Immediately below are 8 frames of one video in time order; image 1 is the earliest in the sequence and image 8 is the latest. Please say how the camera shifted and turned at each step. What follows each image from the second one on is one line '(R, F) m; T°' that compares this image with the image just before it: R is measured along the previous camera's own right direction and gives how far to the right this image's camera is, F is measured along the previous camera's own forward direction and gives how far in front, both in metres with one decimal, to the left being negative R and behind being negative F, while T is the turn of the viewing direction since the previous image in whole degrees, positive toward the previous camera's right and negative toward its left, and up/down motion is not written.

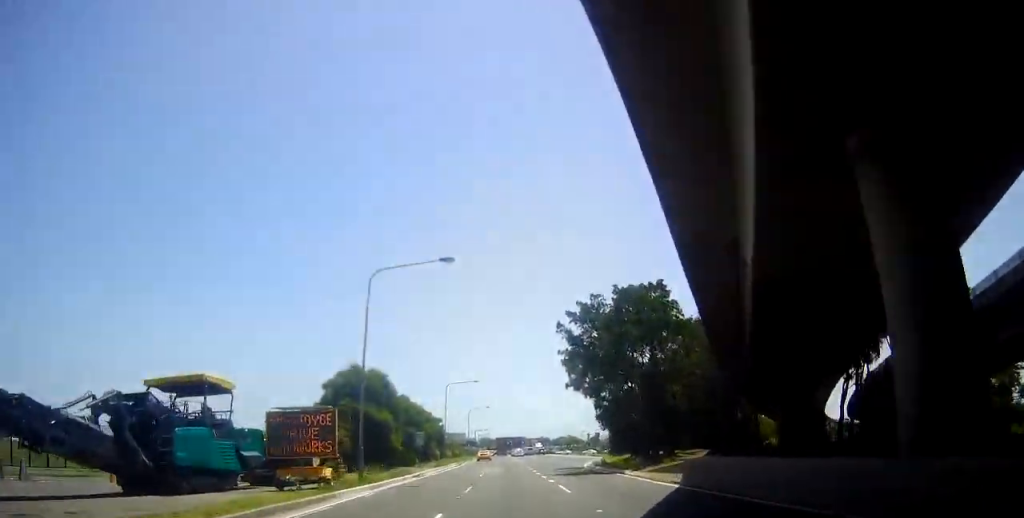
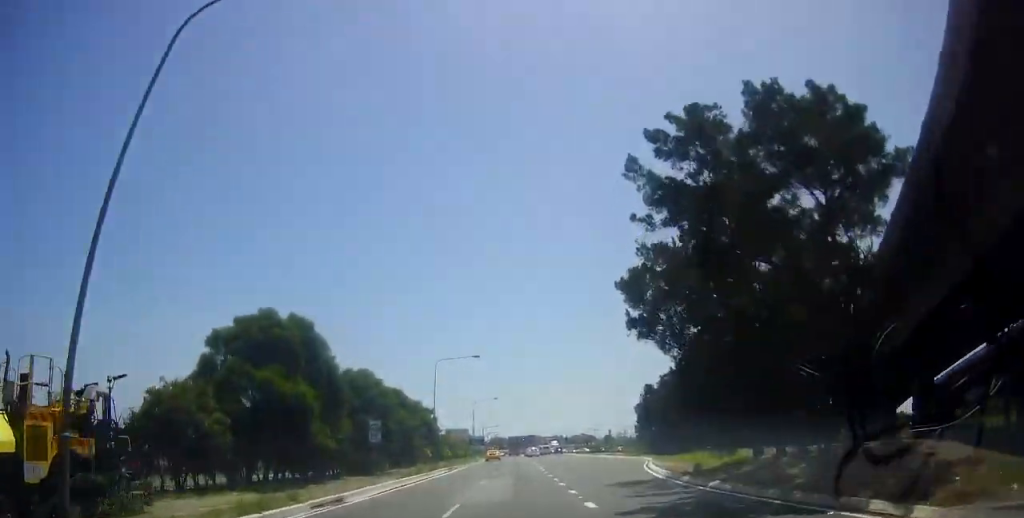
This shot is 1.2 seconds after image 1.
(+0.5, +17.7) m; -2°
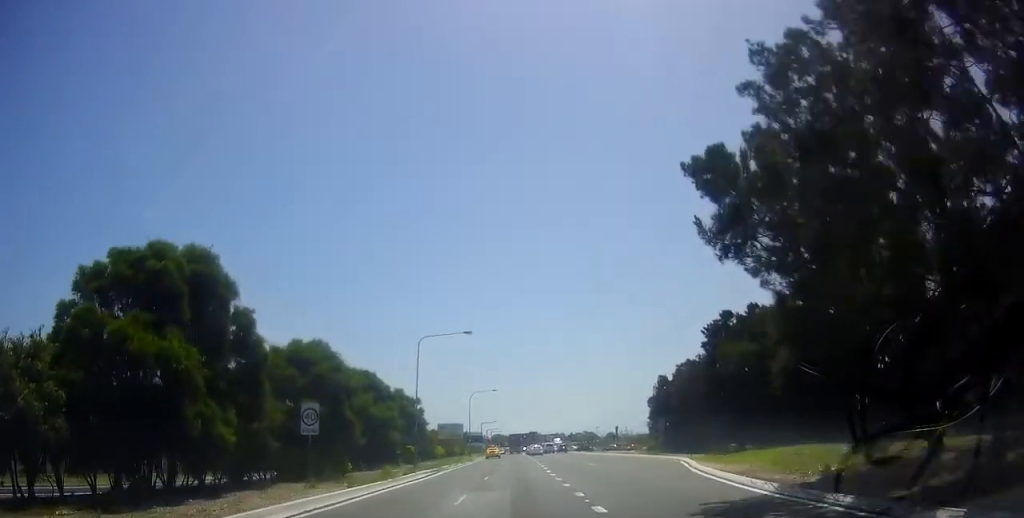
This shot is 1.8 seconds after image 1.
(-0.3, +9.0) m; -2°
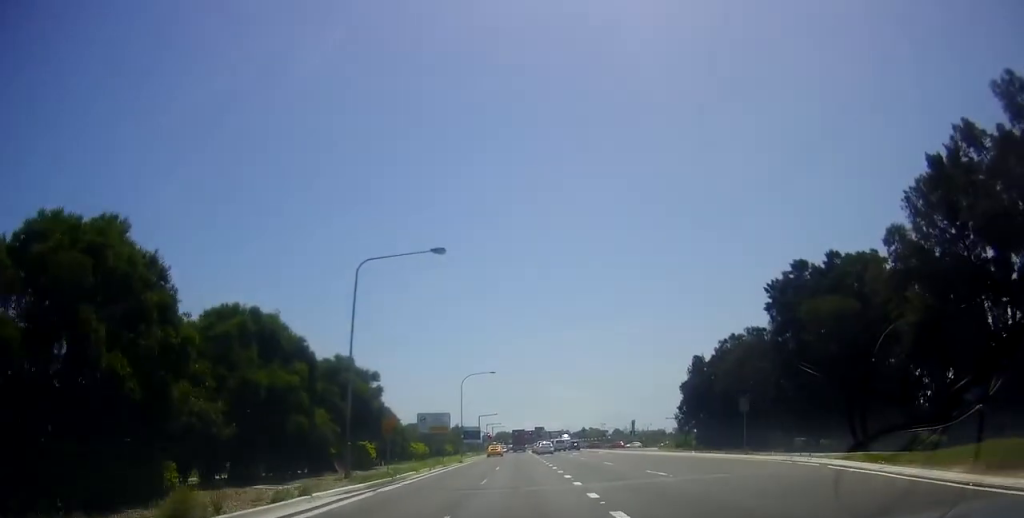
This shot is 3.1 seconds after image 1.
(-0.7, +17.0) m; 0°
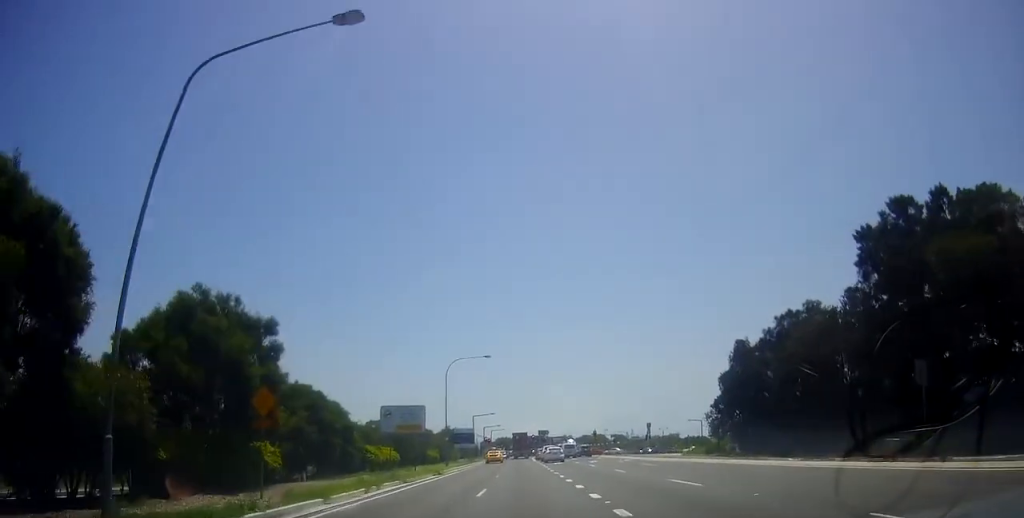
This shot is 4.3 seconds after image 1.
(+0.4, +15.0) m; +1°
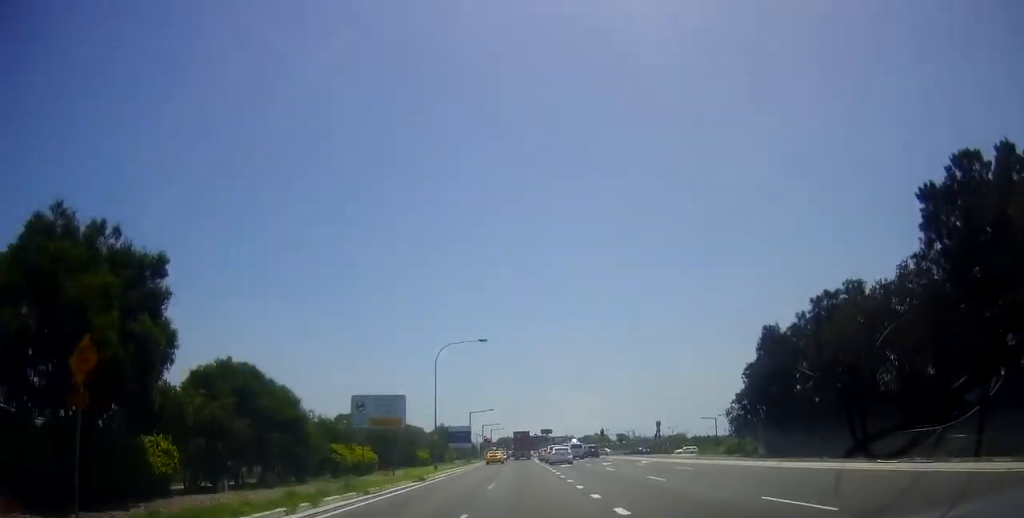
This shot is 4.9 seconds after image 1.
(0.0, +7.2) m; 0°
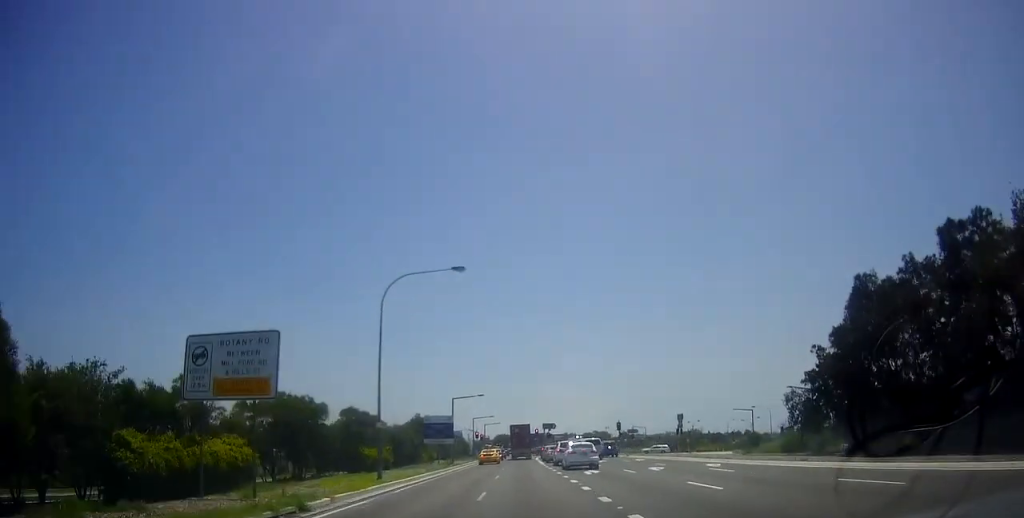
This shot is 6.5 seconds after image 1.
(0.0, +17.0) m; 0°
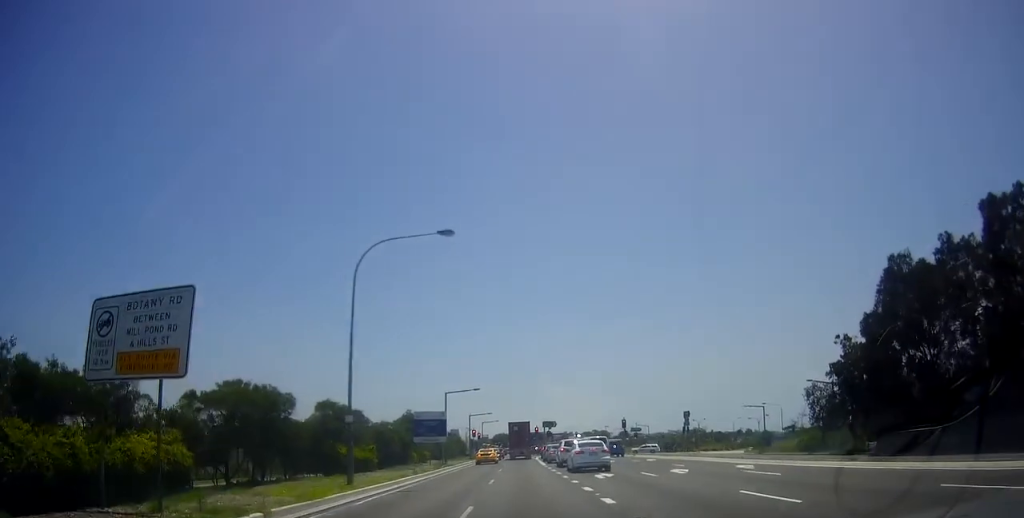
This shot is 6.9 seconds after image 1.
(0.0, +4.4) m; 0°
